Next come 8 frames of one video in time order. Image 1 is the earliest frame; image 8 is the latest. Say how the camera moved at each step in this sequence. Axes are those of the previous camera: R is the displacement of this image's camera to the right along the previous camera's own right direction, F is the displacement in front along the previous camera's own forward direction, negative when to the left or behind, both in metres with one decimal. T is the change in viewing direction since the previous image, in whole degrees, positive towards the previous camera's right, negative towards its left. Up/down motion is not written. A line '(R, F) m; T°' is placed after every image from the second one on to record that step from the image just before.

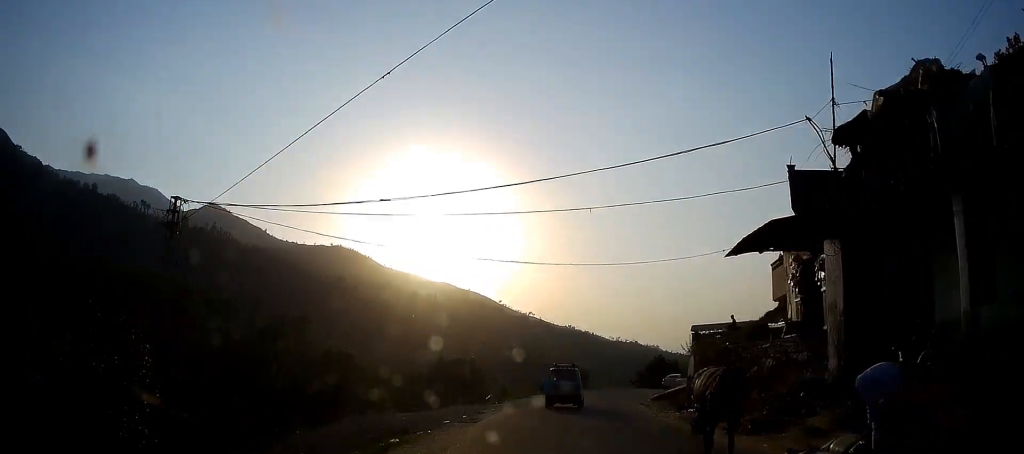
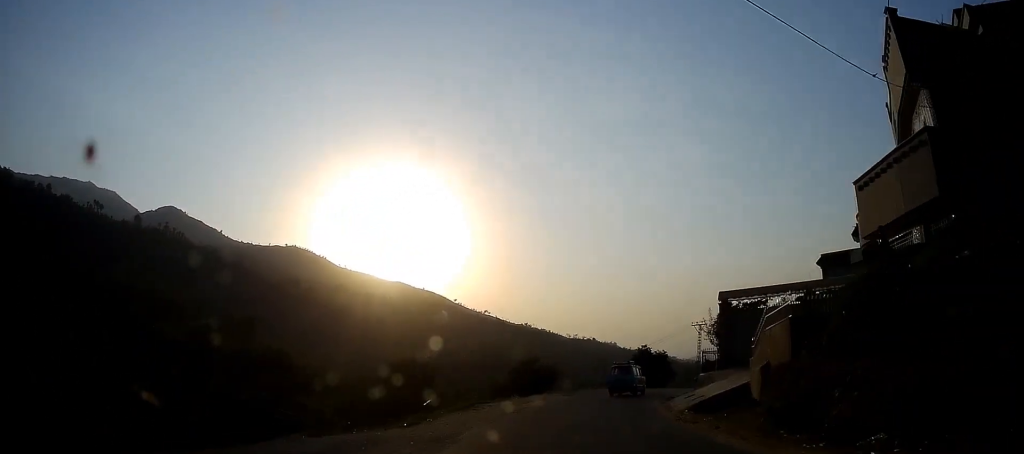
(-0.6, +14.8) m; 0°
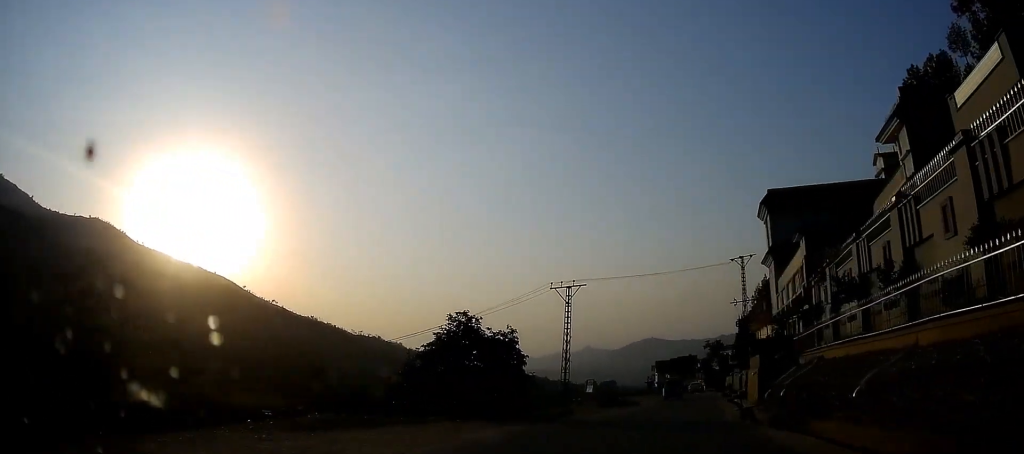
(+4.6, +31.6) m; +20°
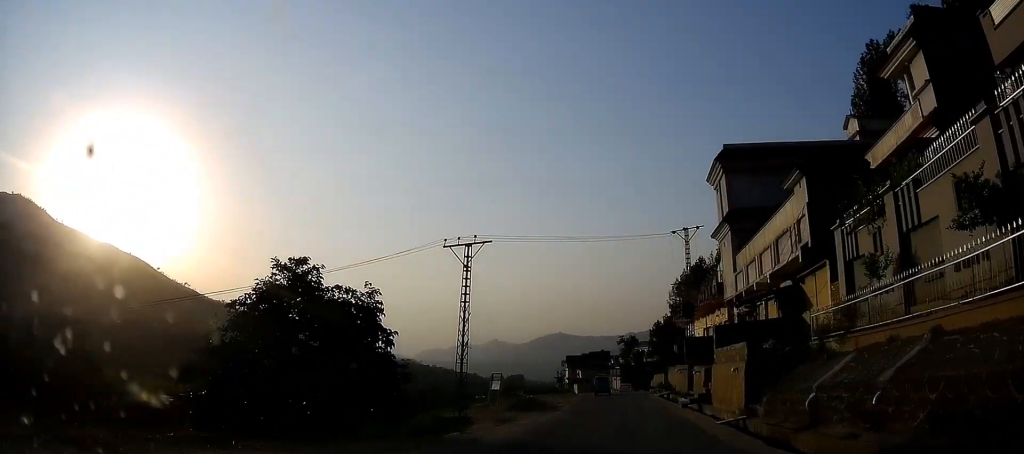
(+0.6, +9.1) m; +6°
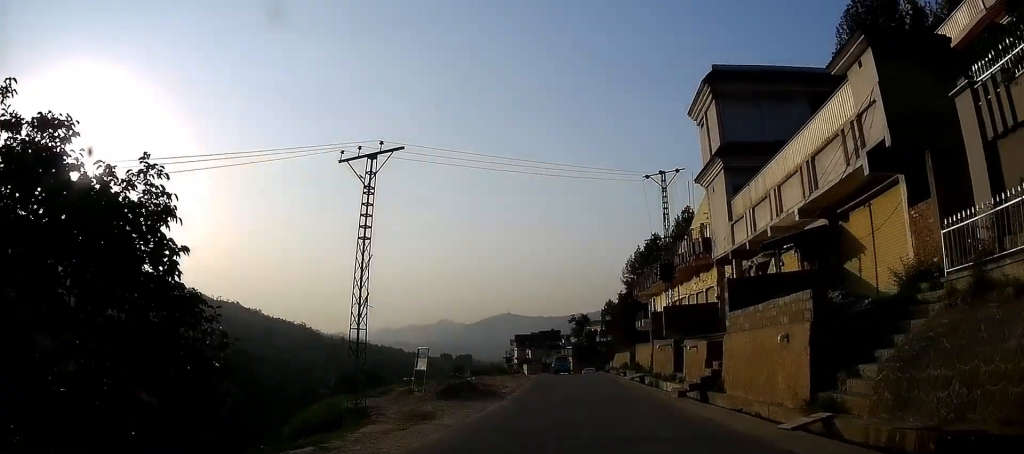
(+0.3, +7.8) m; +5°
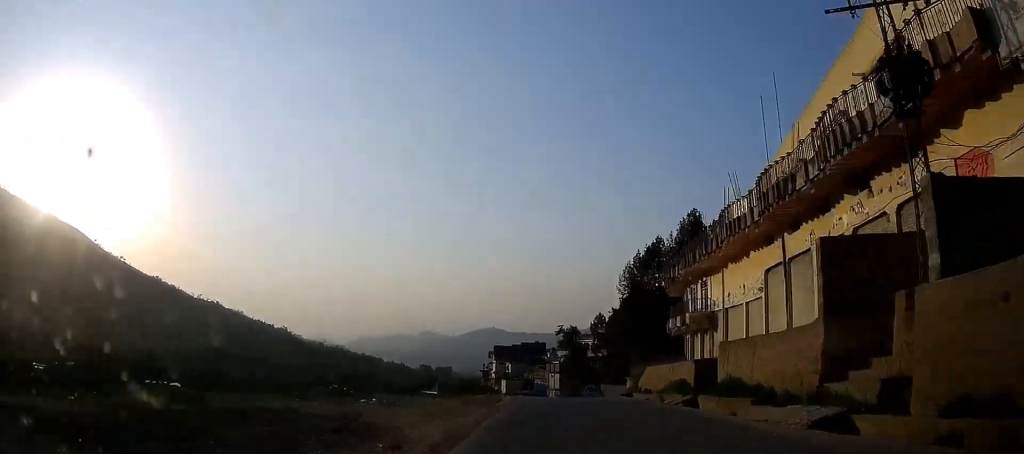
(+2.0, +21.2) m; +8°
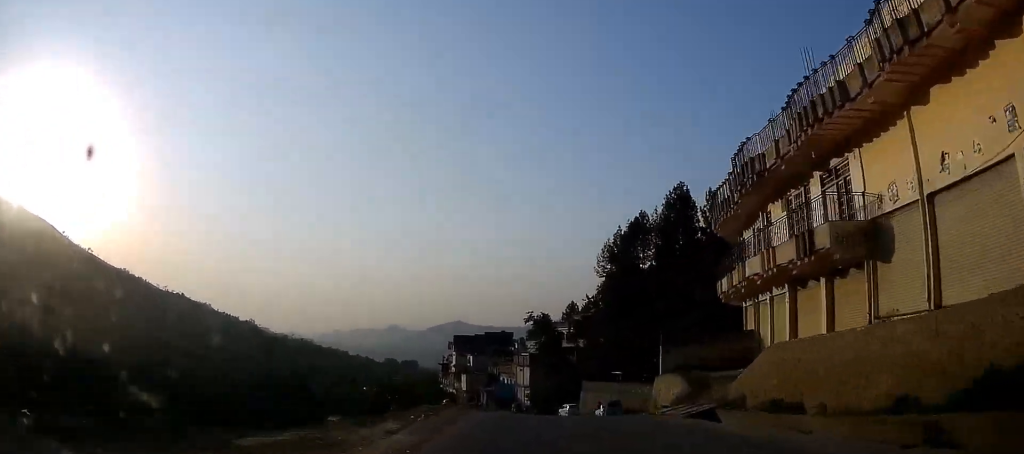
(+0.6, +19.9) m; +2°
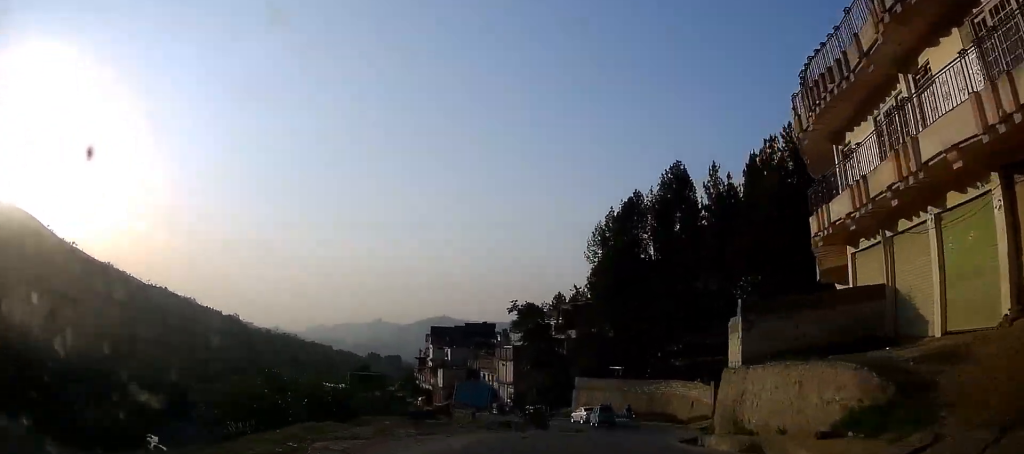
(+0.2, +12.5) m; +1°
